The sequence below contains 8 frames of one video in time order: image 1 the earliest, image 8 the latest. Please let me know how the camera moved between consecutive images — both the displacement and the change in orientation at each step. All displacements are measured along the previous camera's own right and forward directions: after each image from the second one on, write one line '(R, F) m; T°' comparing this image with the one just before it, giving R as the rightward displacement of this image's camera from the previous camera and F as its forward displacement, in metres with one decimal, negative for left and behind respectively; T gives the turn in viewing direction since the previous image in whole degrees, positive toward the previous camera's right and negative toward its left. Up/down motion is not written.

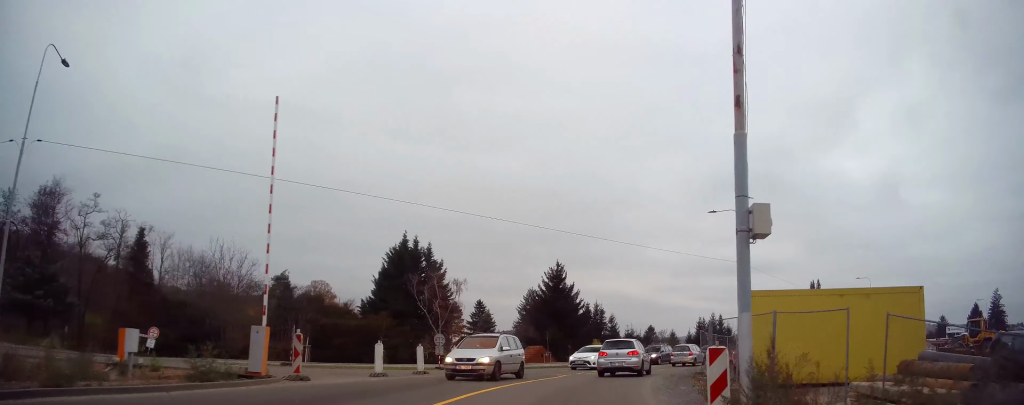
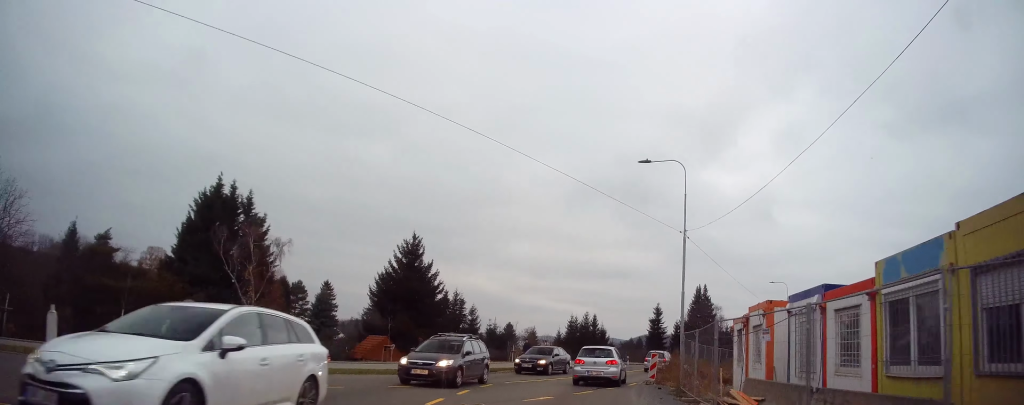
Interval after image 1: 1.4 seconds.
(+1.4, +14.3) m; +10°
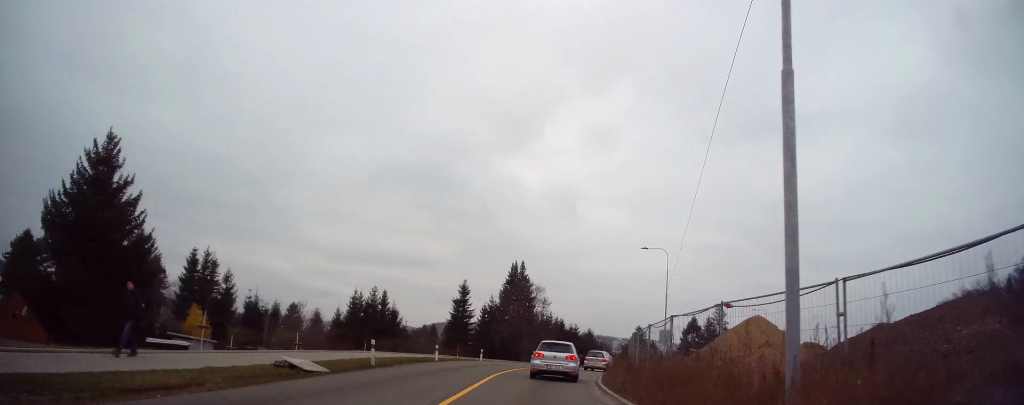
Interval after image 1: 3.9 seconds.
(+4.8, +23.2) m; +24°
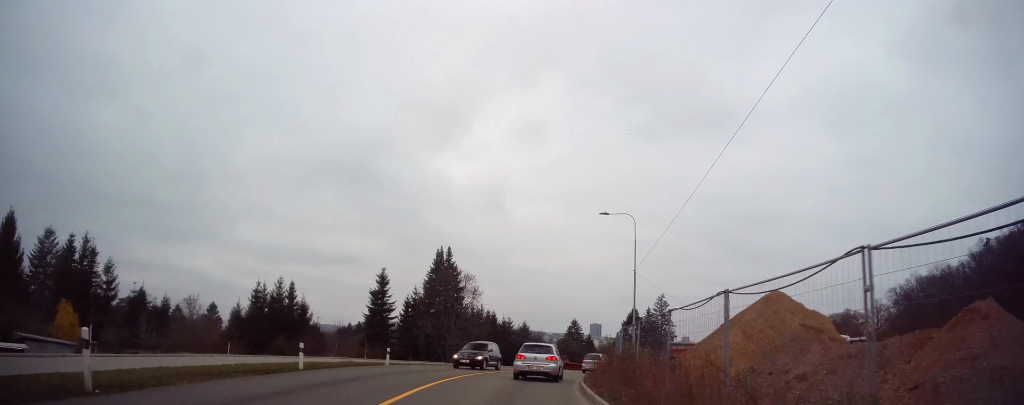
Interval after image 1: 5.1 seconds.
(+1.0, +12.3) m; +7°
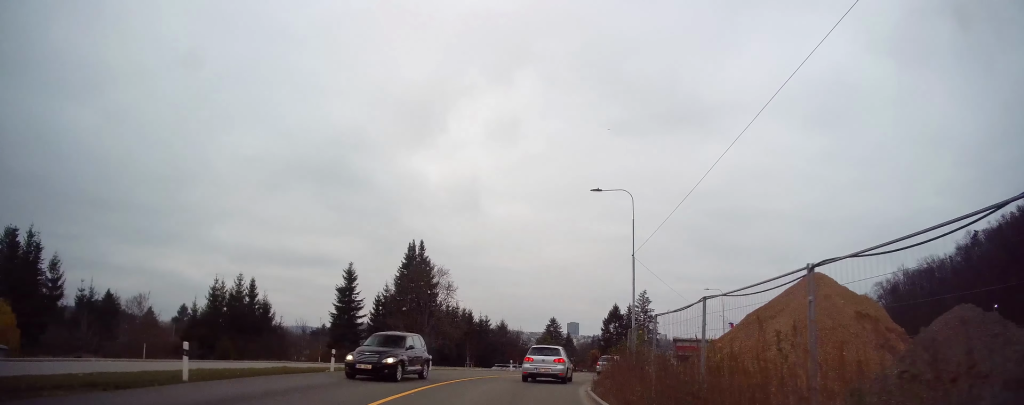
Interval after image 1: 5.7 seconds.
(+0.1, +6.1) m; +2°
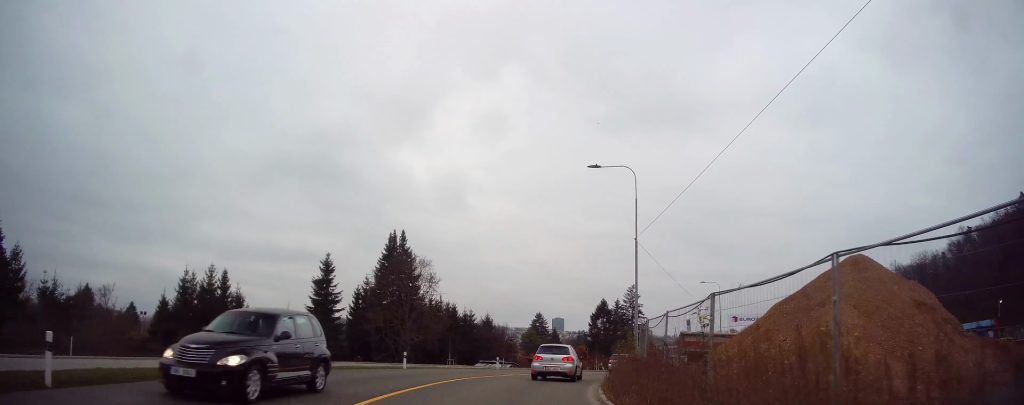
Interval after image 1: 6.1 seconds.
(-0.1, +4.4) m; +2°
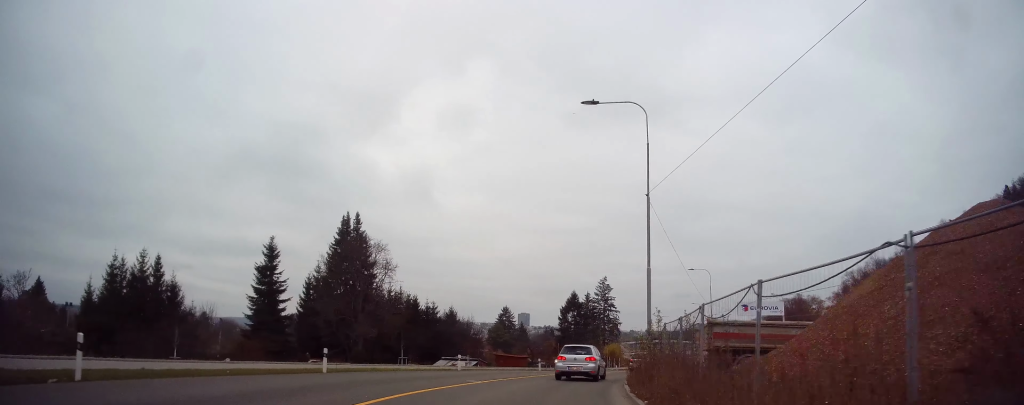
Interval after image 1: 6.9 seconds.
(+0.3, +7.9) m; +6°
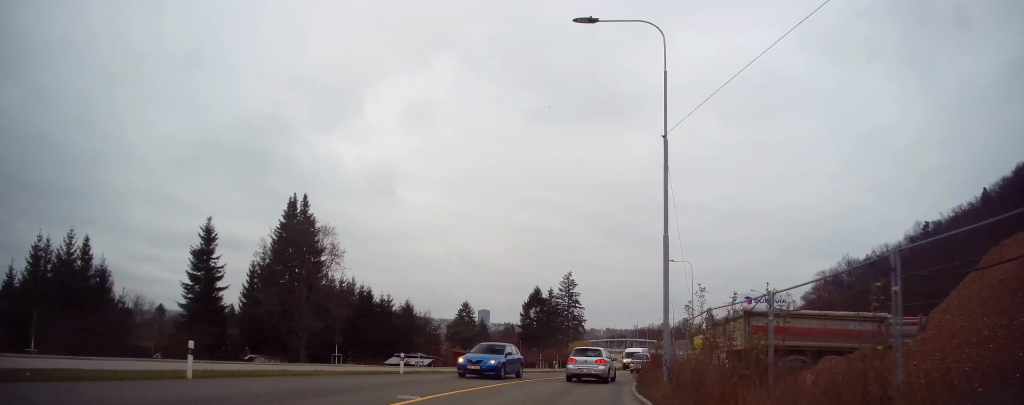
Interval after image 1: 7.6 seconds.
(+0.3, +6.9) m; +6°
